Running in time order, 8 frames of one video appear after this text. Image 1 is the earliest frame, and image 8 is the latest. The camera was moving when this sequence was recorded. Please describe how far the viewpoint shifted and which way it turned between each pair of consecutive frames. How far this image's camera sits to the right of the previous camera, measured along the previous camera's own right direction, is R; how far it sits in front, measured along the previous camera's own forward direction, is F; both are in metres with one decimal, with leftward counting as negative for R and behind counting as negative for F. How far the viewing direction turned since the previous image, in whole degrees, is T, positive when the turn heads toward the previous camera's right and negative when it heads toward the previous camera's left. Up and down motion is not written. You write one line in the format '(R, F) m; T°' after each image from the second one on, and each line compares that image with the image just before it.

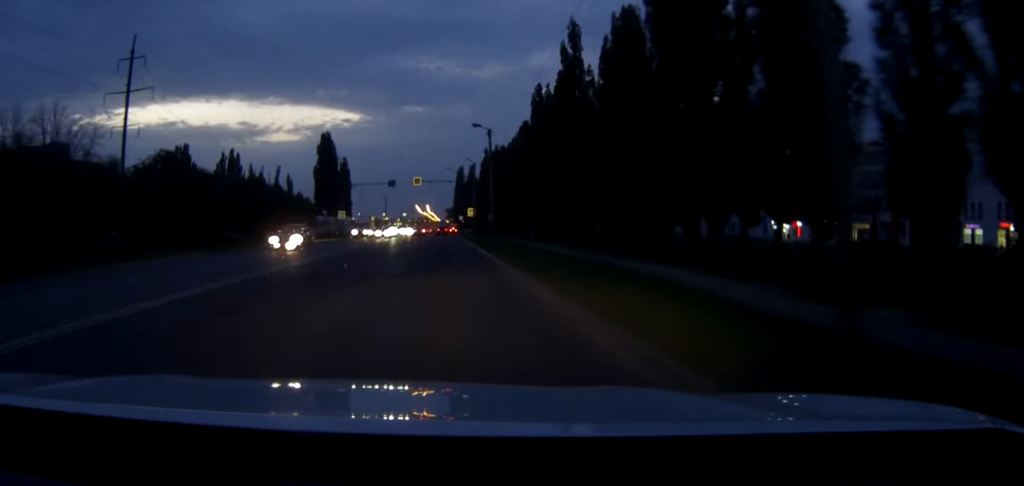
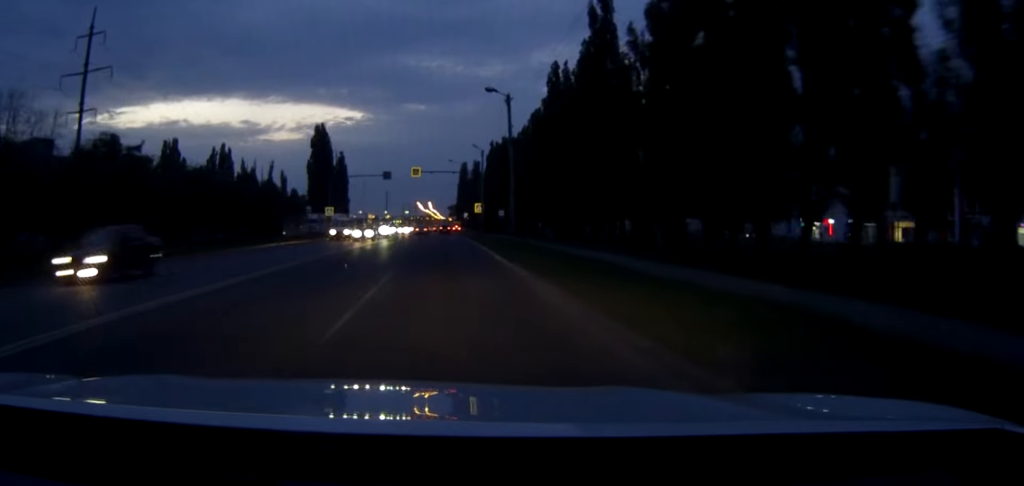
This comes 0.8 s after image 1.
(0.0, +12.5) m; 0°
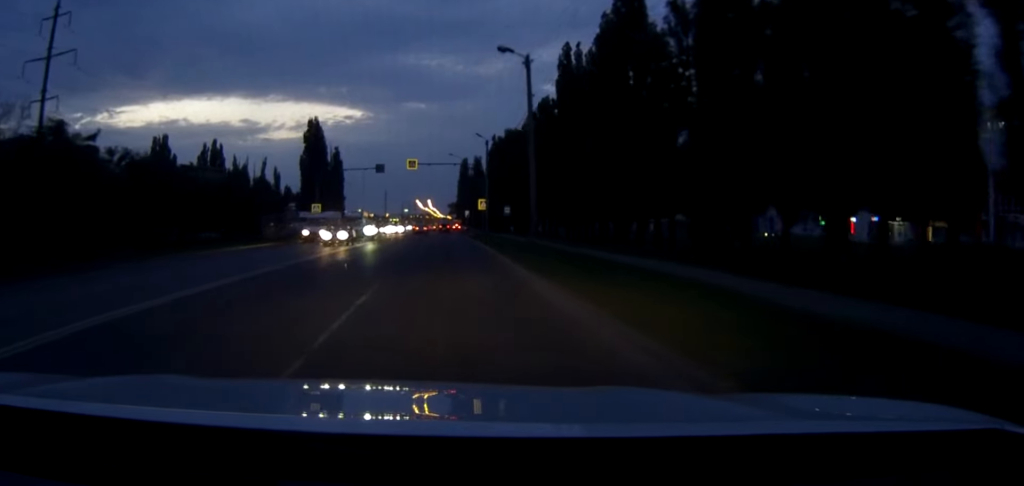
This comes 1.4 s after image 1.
(0.0, +8.5) m; 0°
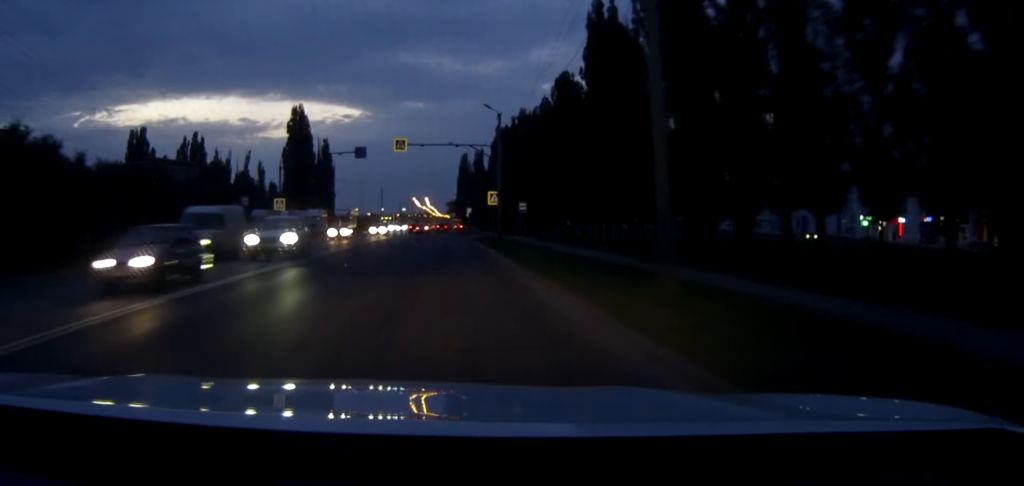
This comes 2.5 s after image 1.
(0.0, +16.5) m; 0°
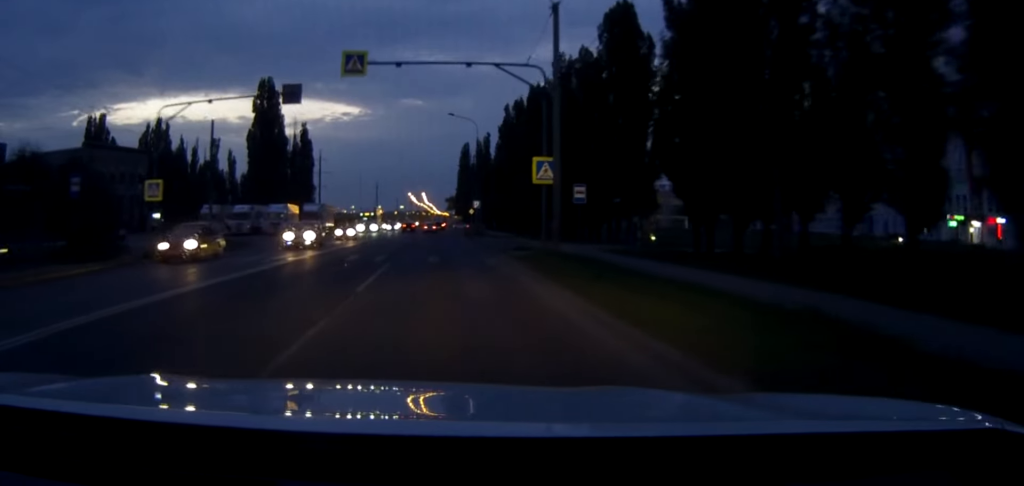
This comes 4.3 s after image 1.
(0.0, +26.7) m; -1°
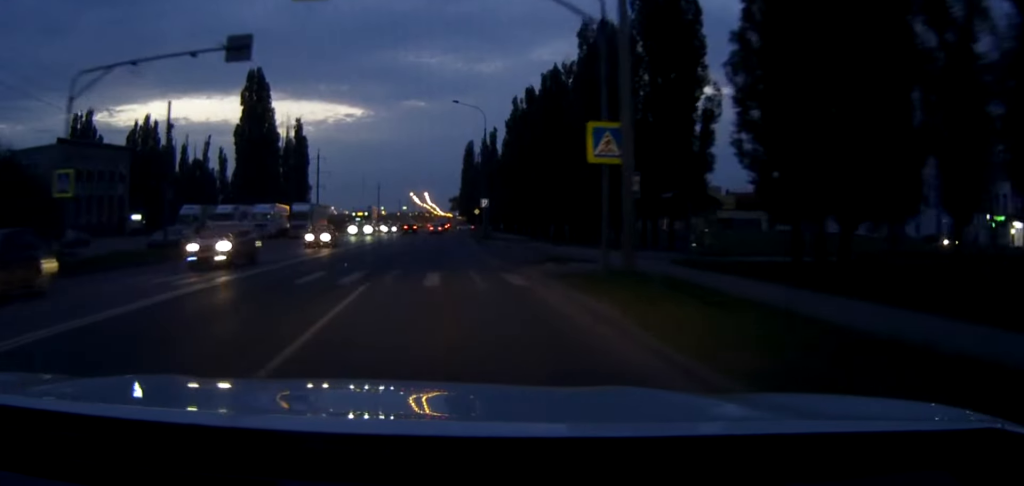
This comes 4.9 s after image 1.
(0.0, +9.3) m; 0°
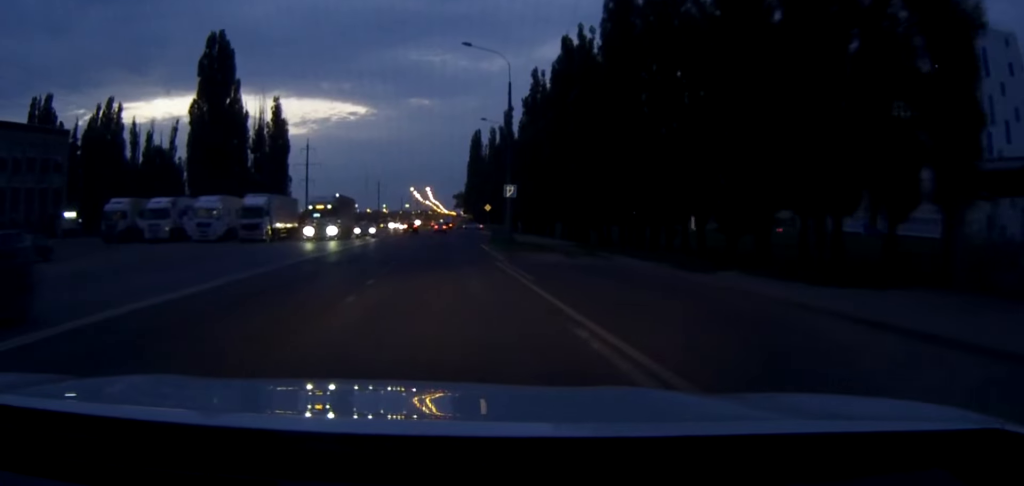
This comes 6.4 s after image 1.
(0.0, +22.4) m; 0°
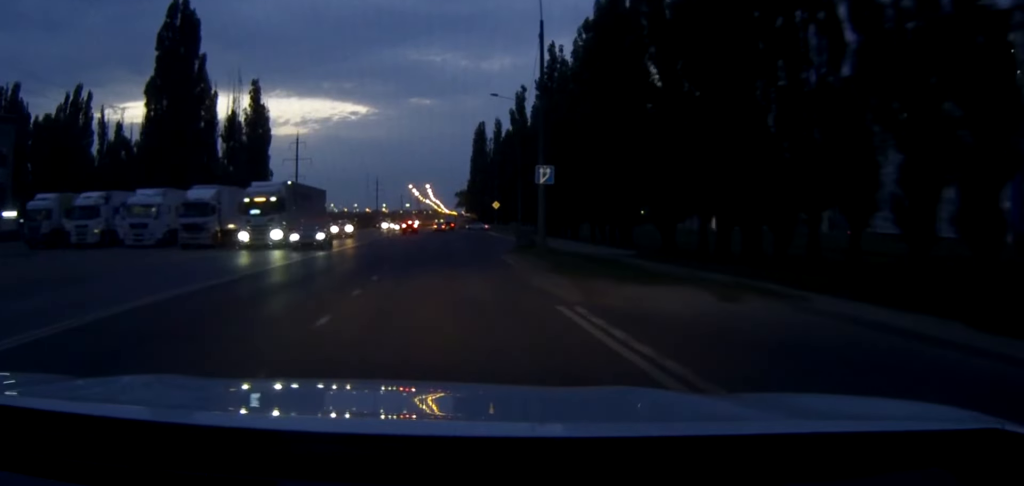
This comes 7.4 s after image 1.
(0.0, +14.9) m; 0°
